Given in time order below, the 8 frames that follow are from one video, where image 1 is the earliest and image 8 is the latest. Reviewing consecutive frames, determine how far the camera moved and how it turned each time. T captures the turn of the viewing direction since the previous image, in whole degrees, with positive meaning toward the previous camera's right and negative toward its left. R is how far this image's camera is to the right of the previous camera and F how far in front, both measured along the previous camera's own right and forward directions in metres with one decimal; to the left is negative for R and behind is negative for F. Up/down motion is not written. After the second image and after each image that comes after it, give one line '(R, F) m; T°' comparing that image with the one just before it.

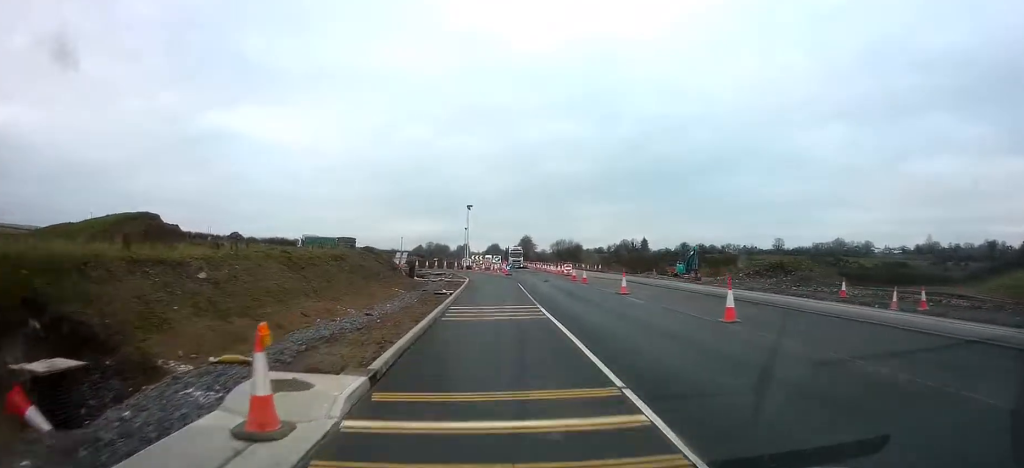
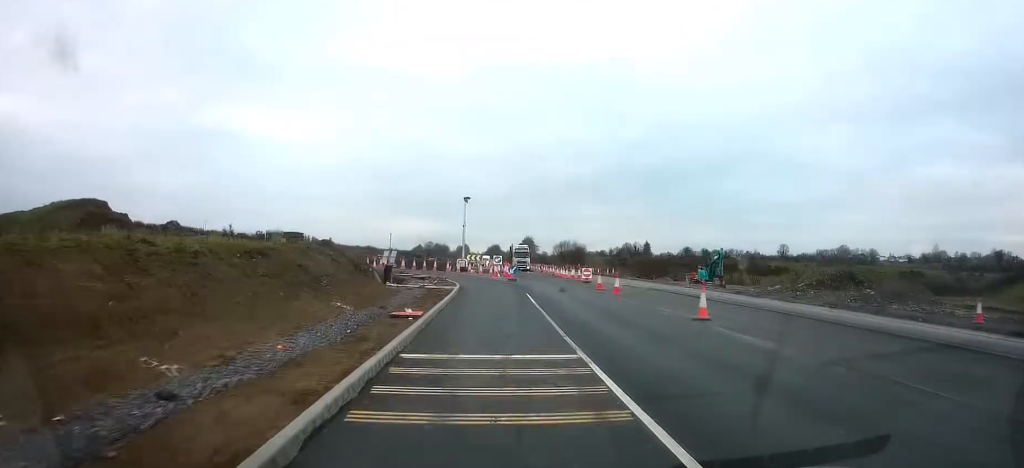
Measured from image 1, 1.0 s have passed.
(0.0, +9.8) m; 0°
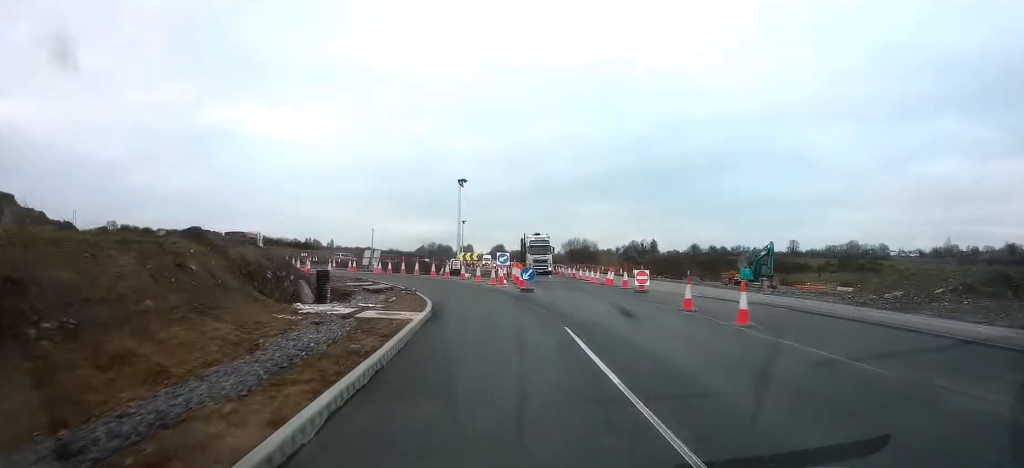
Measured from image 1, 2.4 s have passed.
(-0.2, +13.4) m; -1°
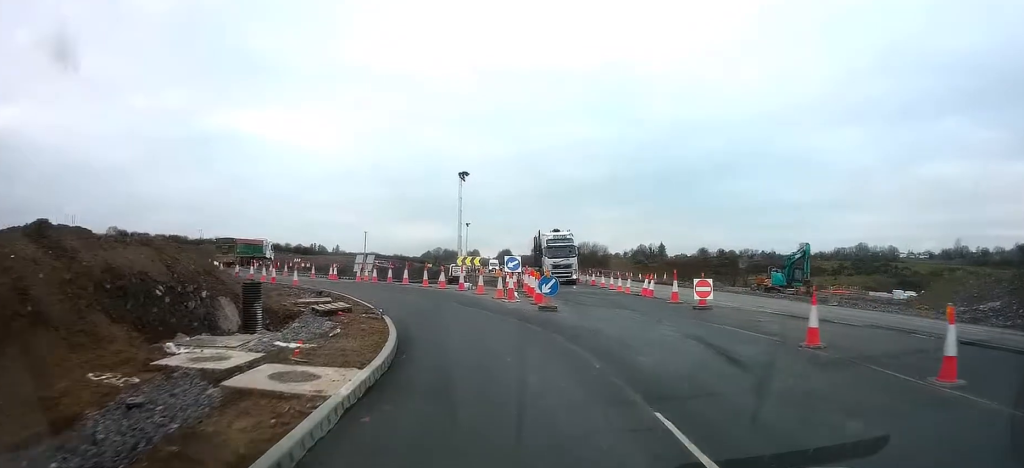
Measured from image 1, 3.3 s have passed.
(0.0, +6.2) m; +1°
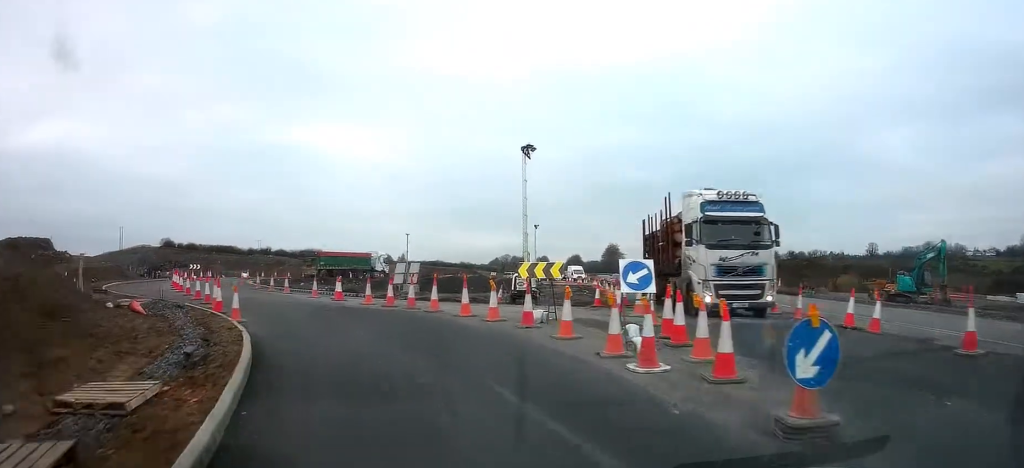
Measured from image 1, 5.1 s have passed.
(-0.8, +10.1) m; -15°
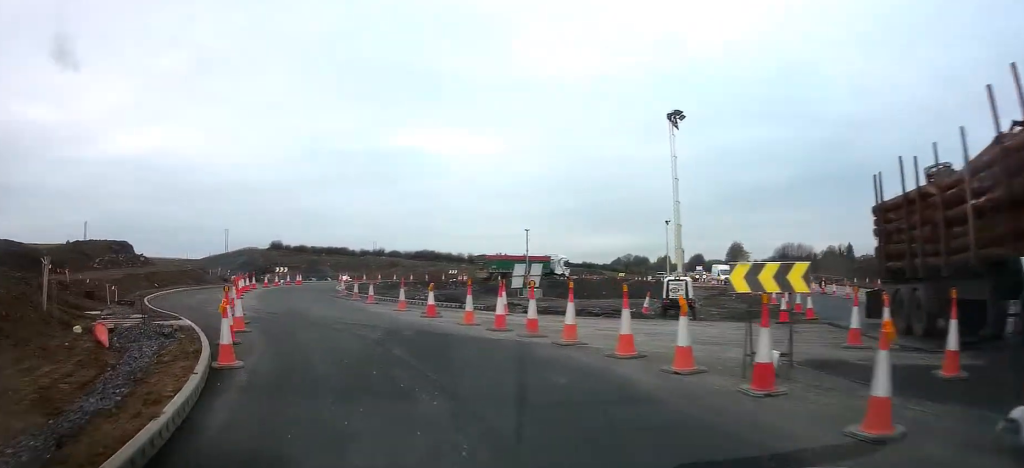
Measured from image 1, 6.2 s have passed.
(-0.6, +6.3) m; -10°
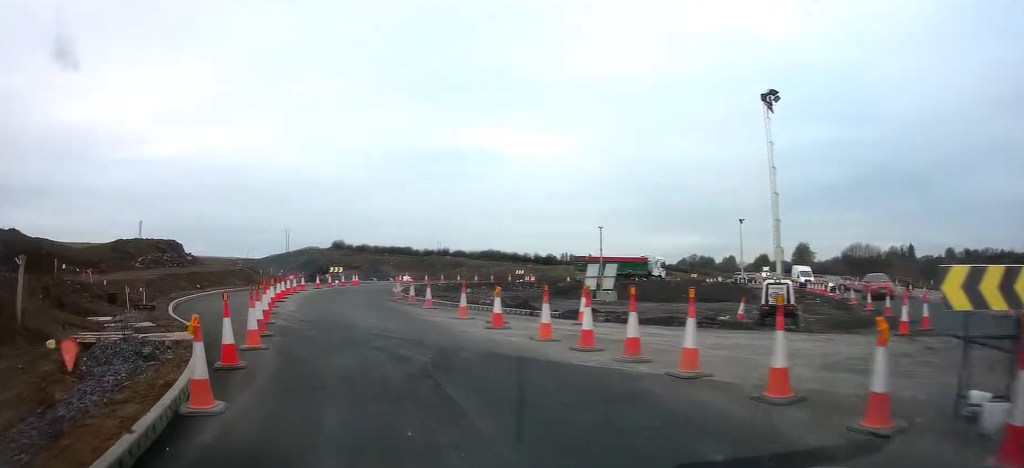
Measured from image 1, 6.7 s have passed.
(-0.1, +2.5) m; -4°
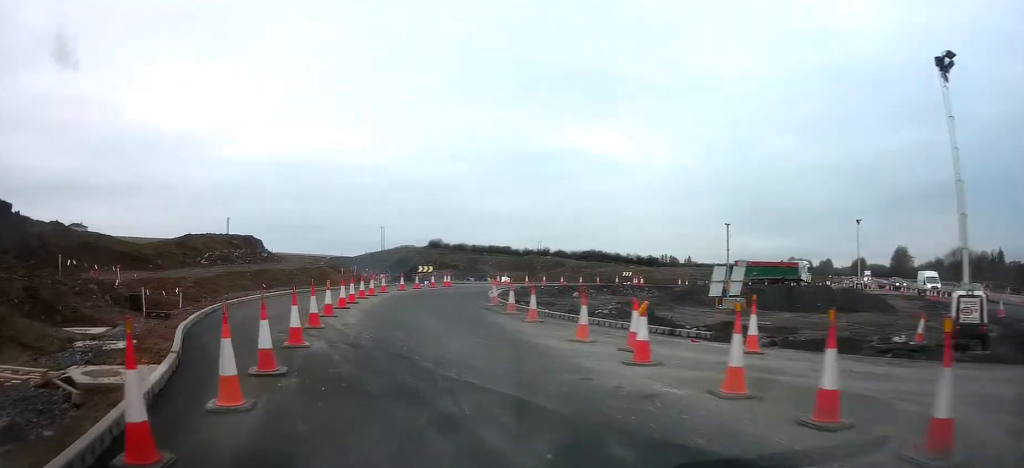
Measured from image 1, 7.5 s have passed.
(-0.2, +3.9) m; -6°
